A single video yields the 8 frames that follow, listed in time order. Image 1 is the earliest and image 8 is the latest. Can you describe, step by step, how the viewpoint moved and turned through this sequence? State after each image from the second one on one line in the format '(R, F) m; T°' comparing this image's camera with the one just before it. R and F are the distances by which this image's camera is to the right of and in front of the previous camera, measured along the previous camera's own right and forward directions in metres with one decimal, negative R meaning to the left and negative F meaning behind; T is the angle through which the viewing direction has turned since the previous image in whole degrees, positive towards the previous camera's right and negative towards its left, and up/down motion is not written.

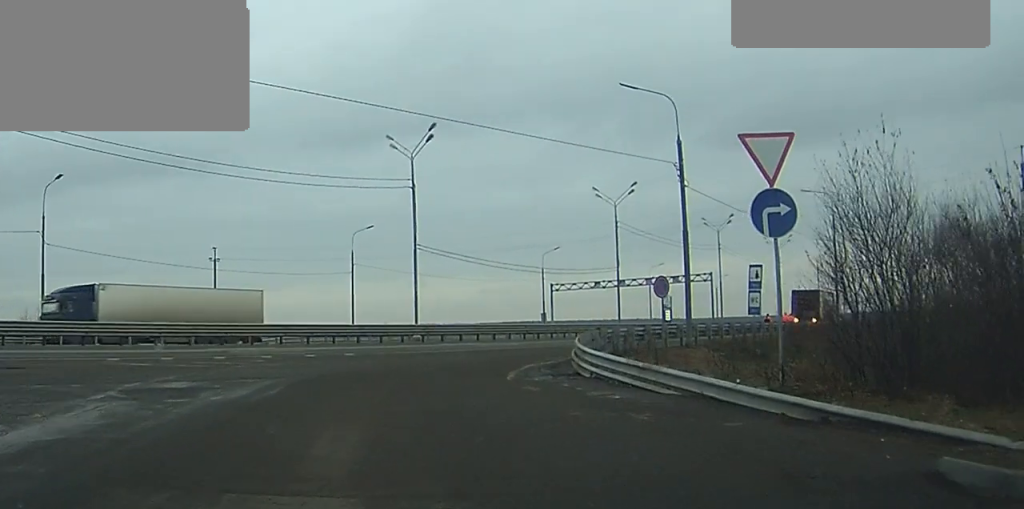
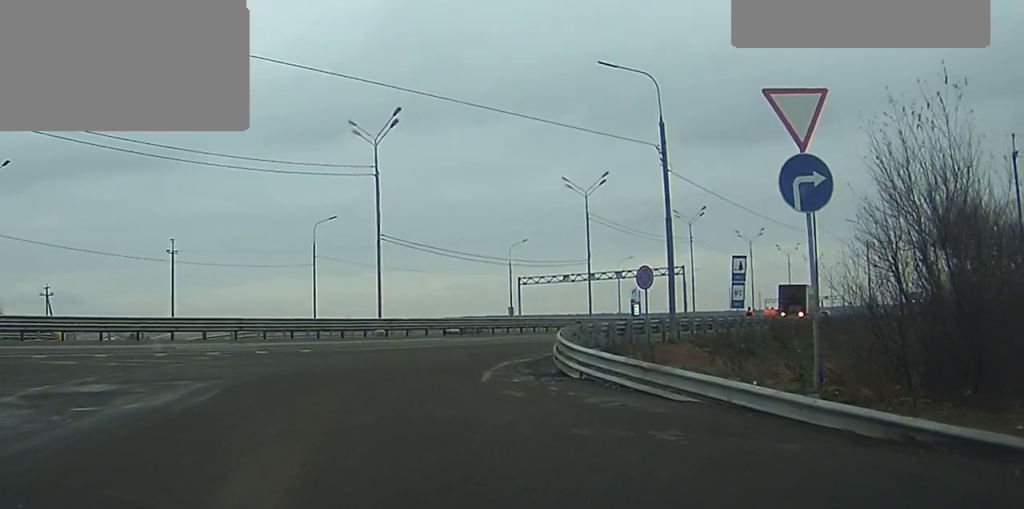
(+0.1, +2.7) m; +3°
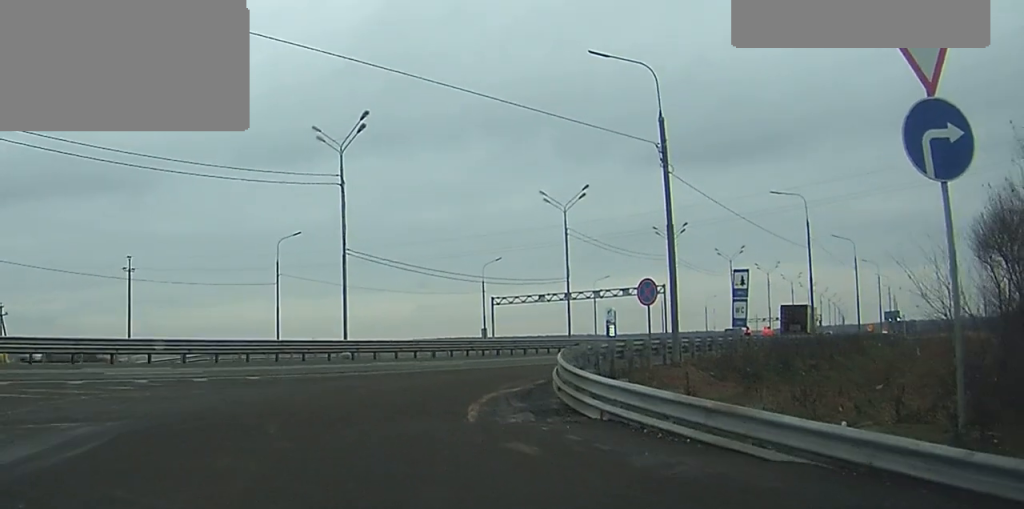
(+0.2, +4.4) m; +4°
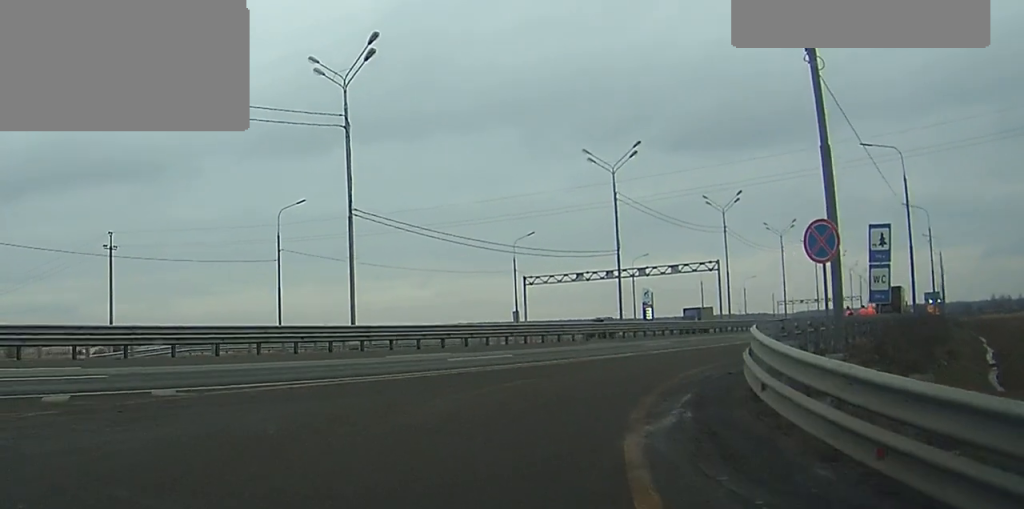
(+0.2, +11.0) m; +3°
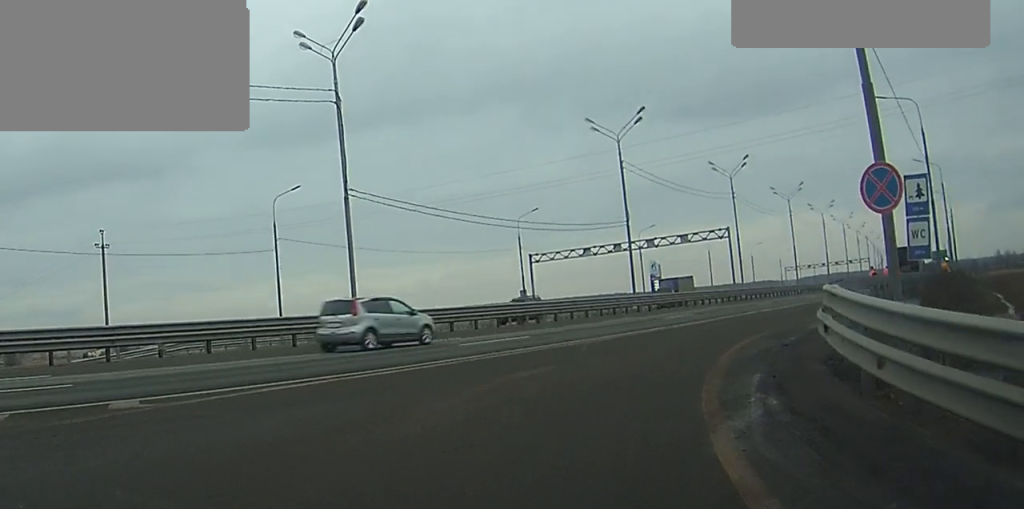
(0.0, +2.8) m; +2°
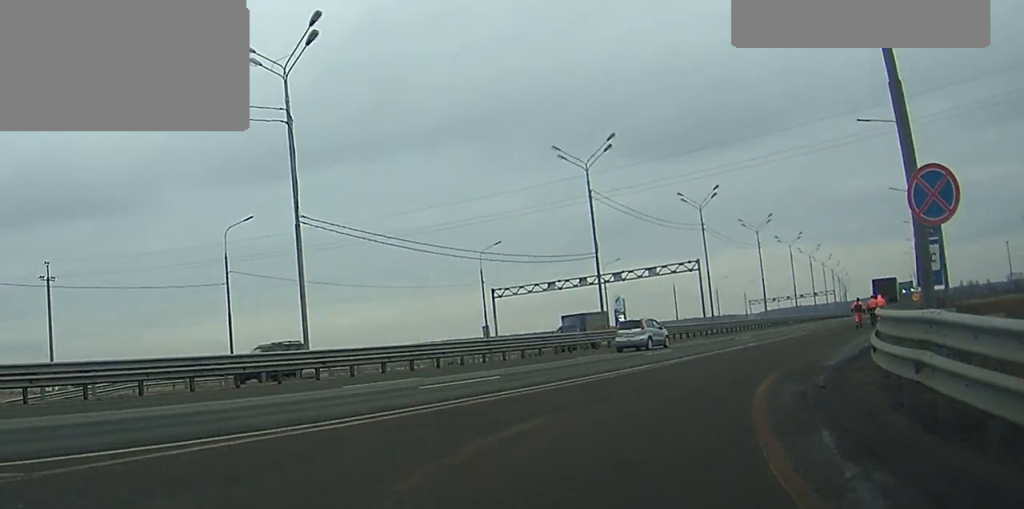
(+0.1, +3.6) m; +3°
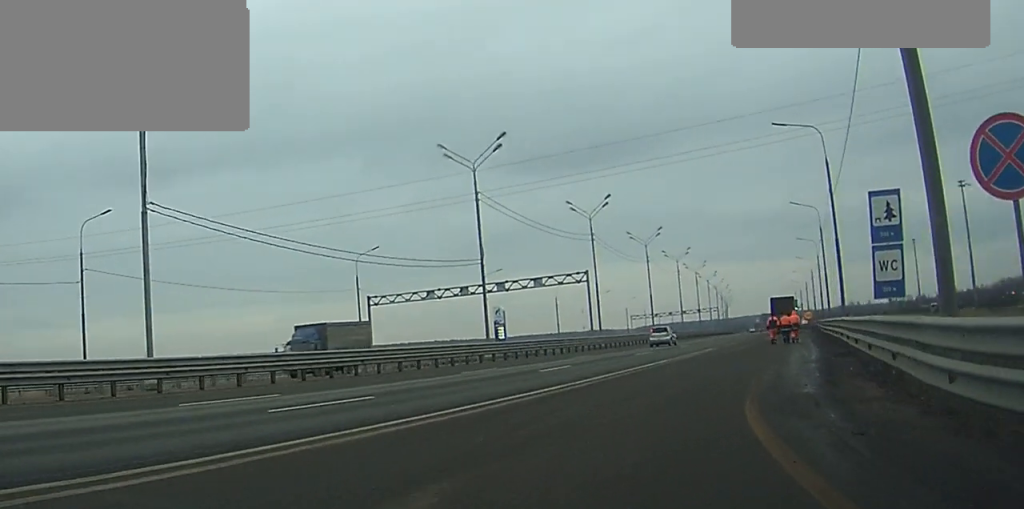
(+0.3, +5.3) m; +8°
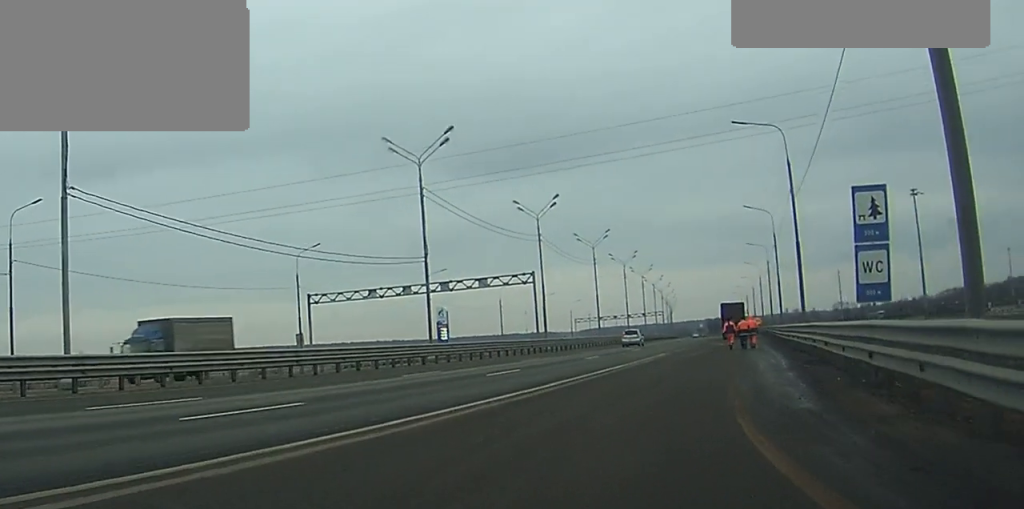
(+0.1, +2.2) m; +4°
